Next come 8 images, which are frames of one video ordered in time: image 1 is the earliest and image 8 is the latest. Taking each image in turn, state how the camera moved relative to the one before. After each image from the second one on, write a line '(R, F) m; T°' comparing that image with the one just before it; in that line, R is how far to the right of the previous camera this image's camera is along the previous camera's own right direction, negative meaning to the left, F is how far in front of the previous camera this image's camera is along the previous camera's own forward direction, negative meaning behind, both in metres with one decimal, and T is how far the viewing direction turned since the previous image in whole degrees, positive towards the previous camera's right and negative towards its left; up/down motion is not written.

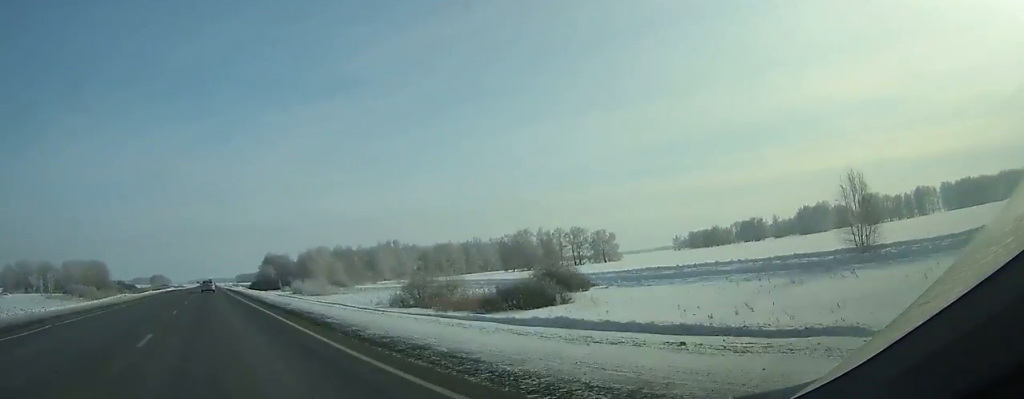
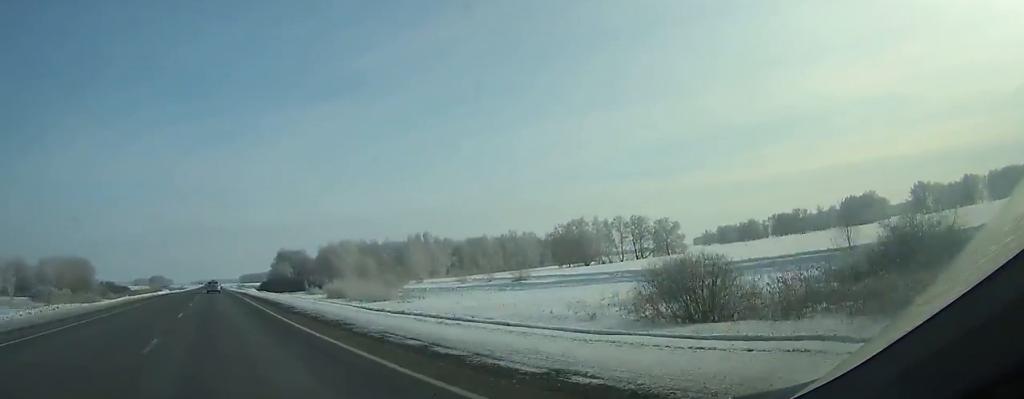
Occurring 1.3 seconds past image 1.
(-0.1, +34.9) m; 0°
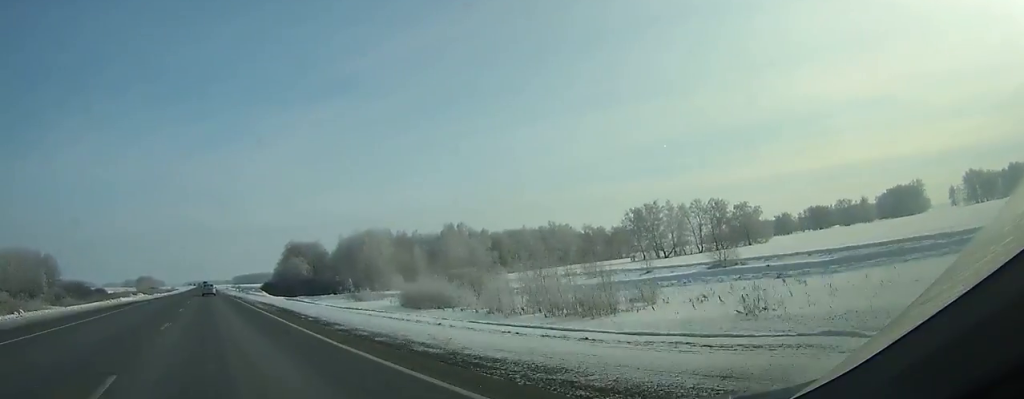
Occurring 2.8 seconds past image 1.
(+0.1, +40.6) m; 0°
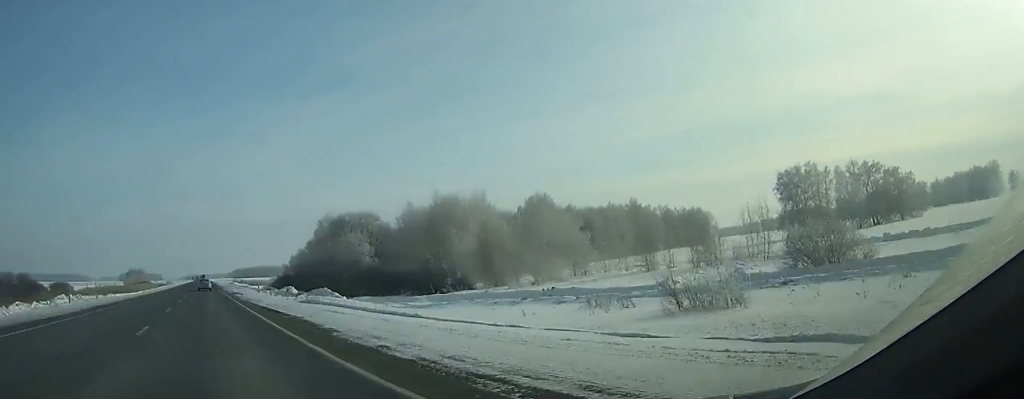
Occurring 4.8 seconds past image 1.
(+0.2, +54.4) m; 0°
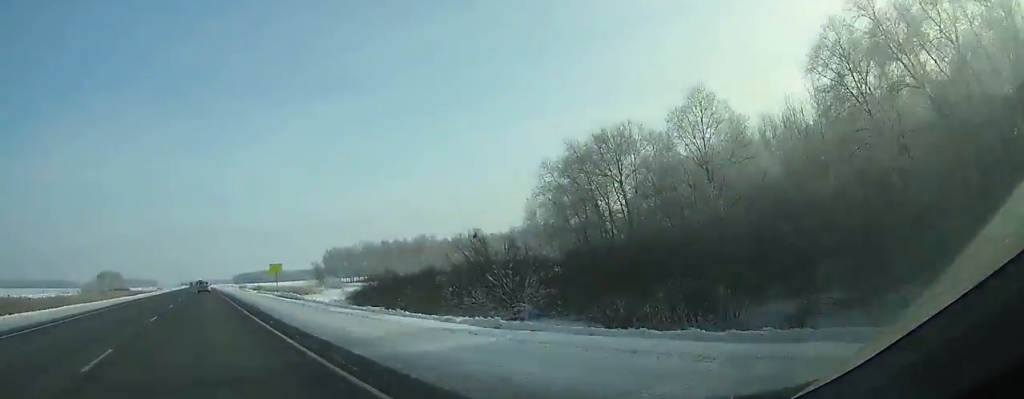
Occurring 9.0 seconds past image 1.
(-0.1, +114.6) m; 0°
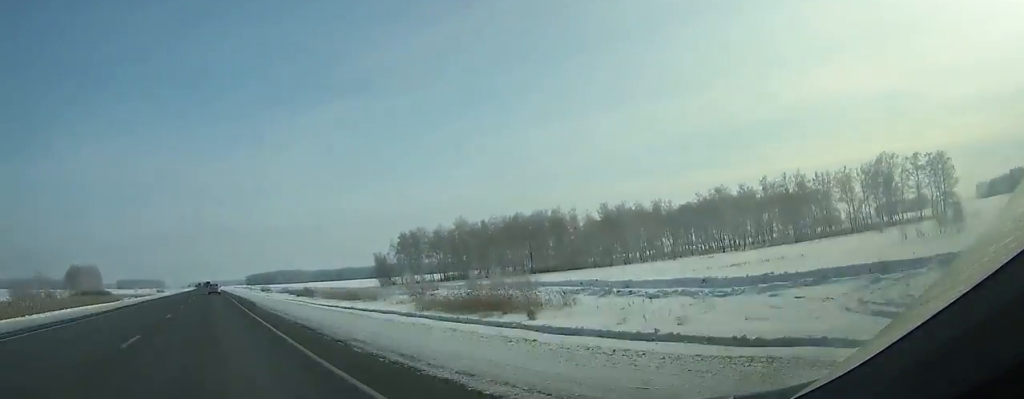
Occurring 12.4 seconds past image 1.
(-0.3, +93.9) m; 0°
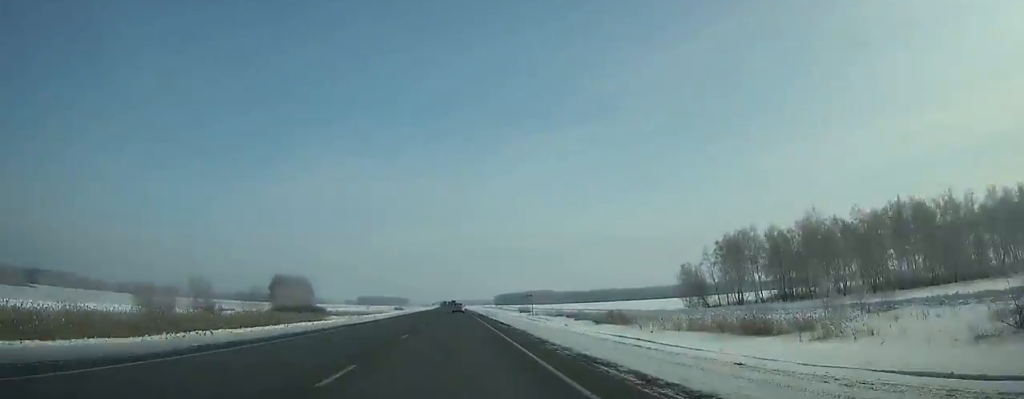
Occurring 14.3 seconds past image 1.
(-0.2, +53.5) m; 0°
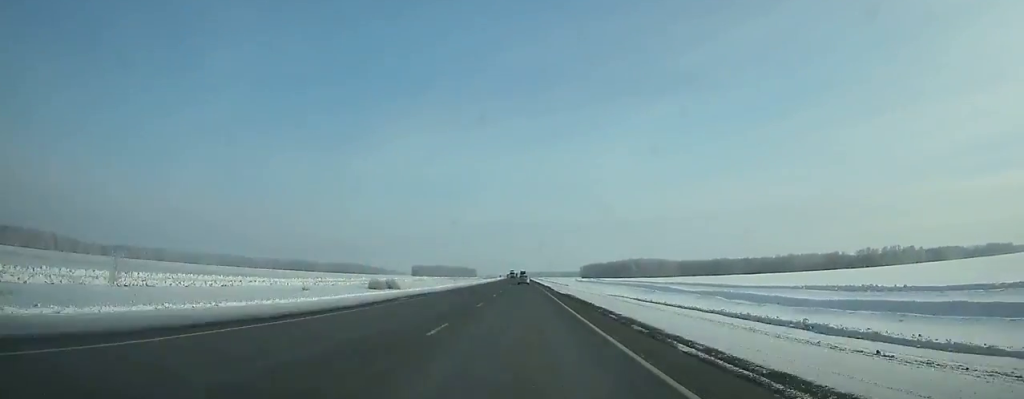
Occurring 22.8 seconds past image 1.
(-0.8, +254.4) m; 0°
